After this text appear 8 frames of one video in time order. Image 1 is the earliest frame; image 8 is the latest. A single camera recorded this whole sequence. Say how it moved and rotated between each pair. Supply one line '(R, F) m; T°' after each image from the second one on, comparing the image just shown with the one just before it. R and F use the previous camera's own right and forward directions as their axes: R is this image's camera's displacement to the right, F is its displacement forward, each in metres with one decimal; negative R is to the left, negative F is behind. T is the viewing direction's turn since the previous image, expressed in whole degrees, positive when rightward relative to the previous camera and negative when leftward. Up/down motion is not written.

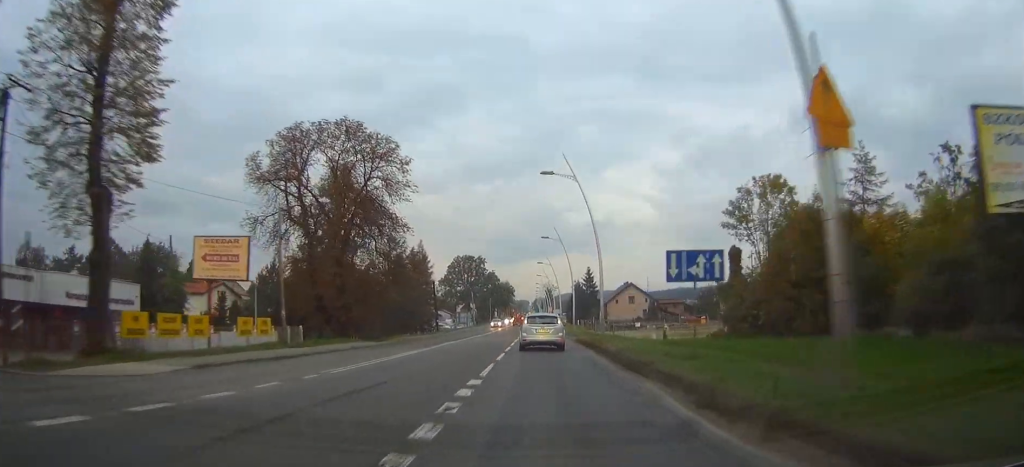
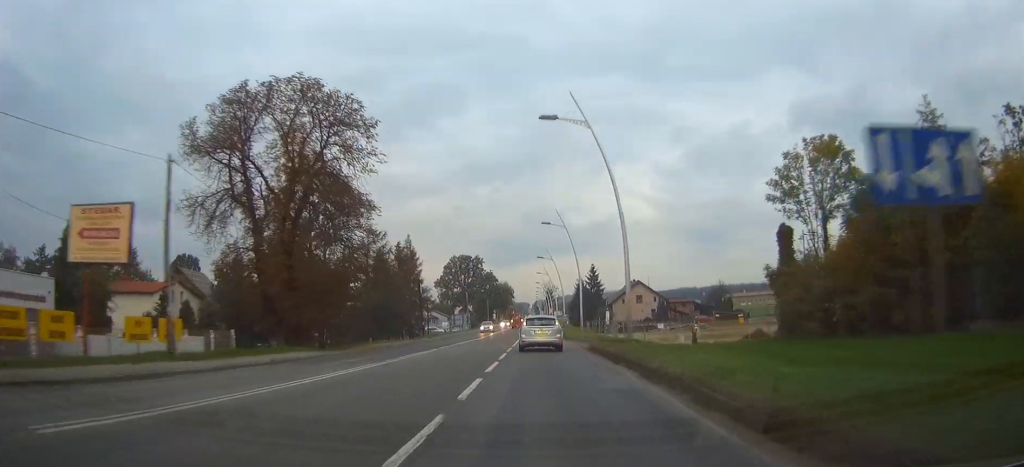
(-0.1, +10.5) m; -1°
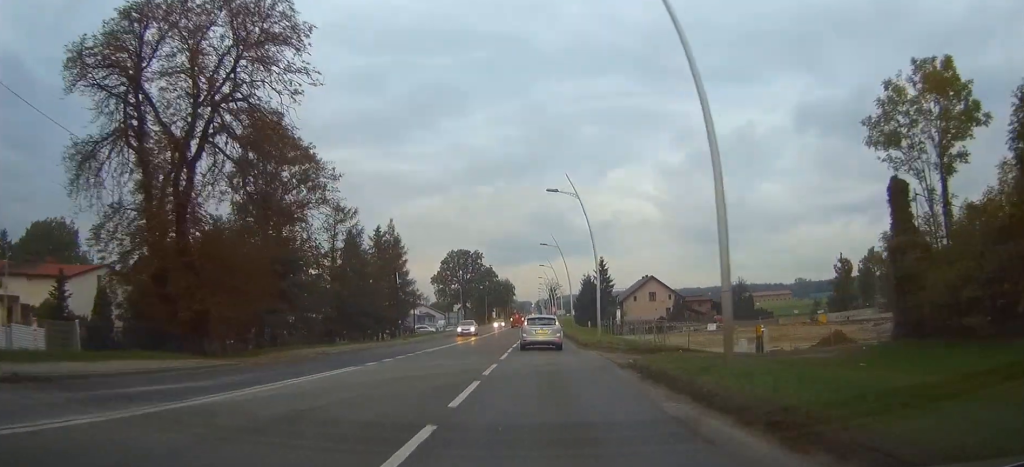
(-0.1, +13.1) m; 0°
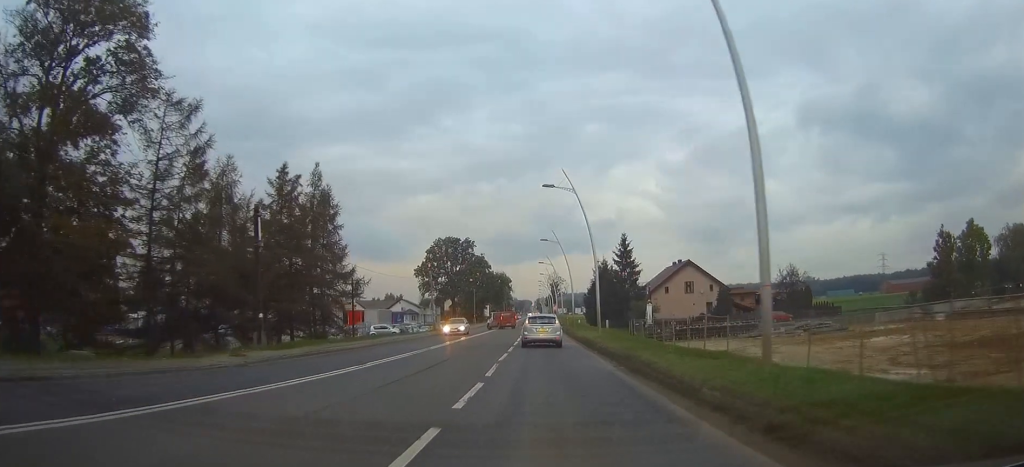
(-0.2, +29.6) m; -1°
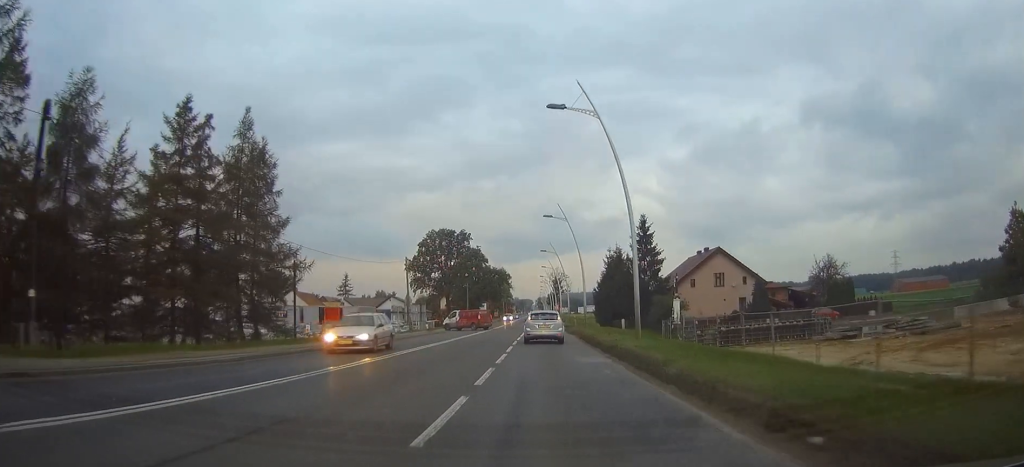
(0.0, +14.9) m; 0°
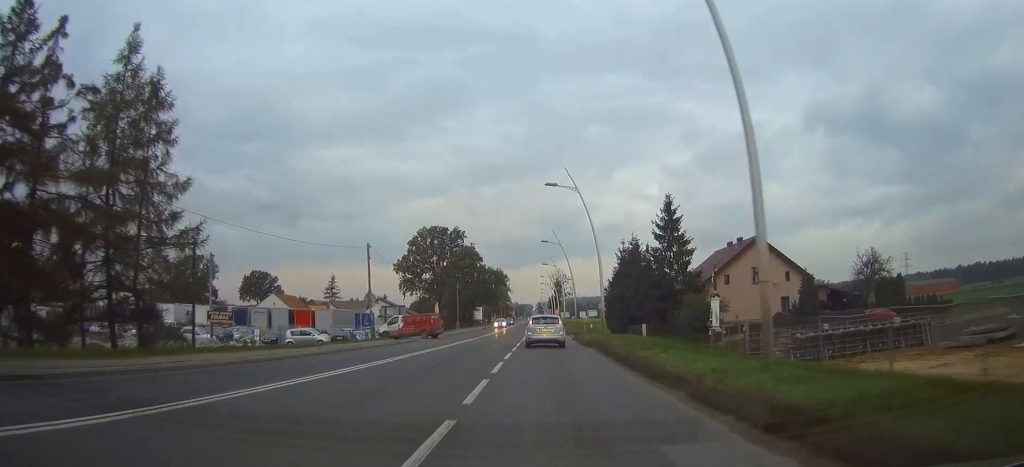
(0.0, +14.0) m; 0°
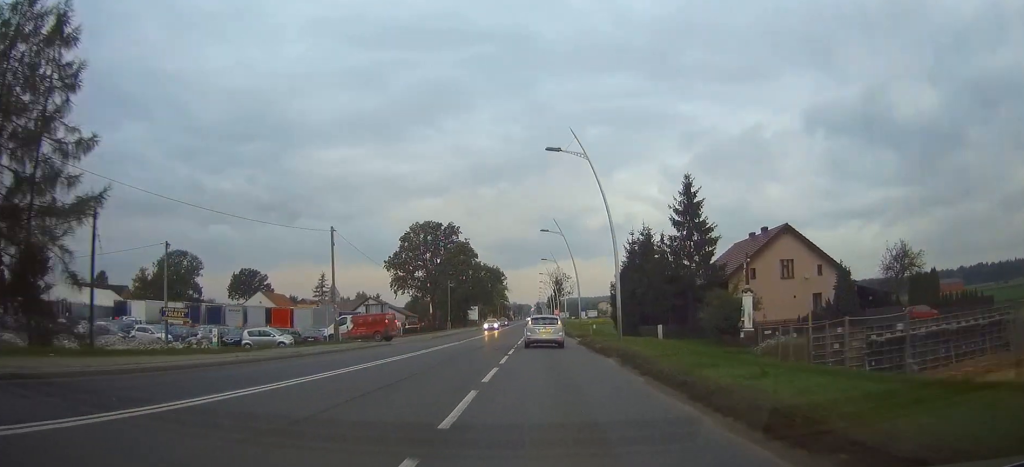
(0.0, +8.2) m; 0°
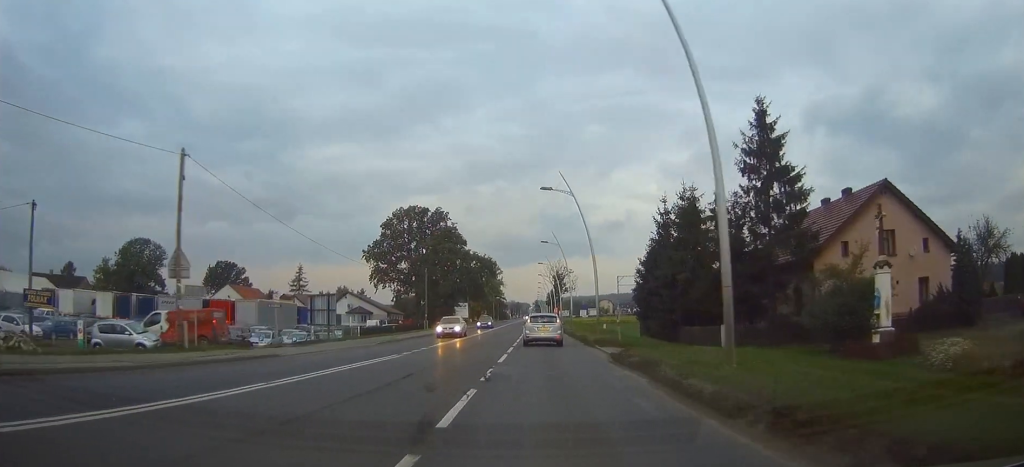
(-0.1, +17.5) m; 0°
